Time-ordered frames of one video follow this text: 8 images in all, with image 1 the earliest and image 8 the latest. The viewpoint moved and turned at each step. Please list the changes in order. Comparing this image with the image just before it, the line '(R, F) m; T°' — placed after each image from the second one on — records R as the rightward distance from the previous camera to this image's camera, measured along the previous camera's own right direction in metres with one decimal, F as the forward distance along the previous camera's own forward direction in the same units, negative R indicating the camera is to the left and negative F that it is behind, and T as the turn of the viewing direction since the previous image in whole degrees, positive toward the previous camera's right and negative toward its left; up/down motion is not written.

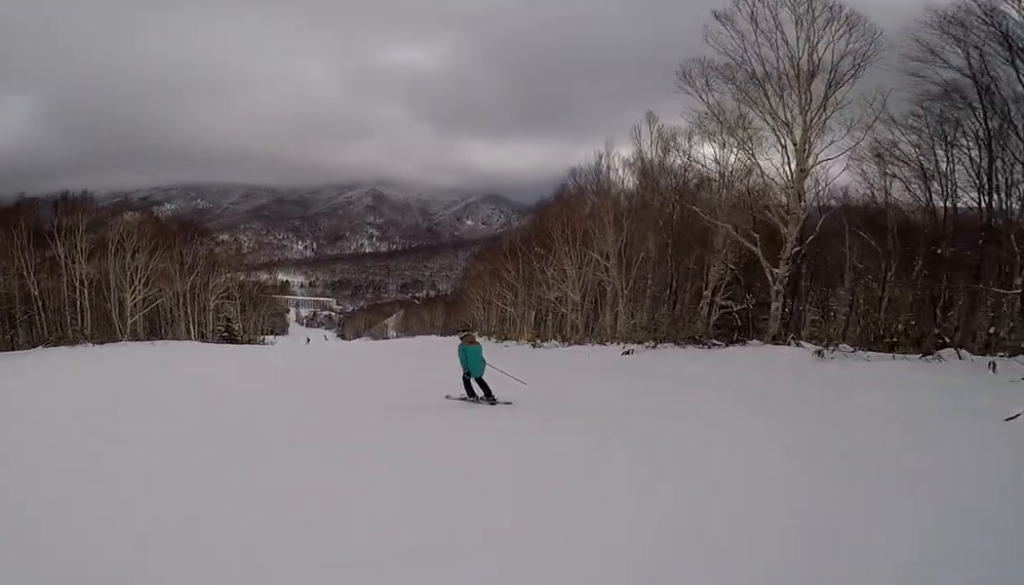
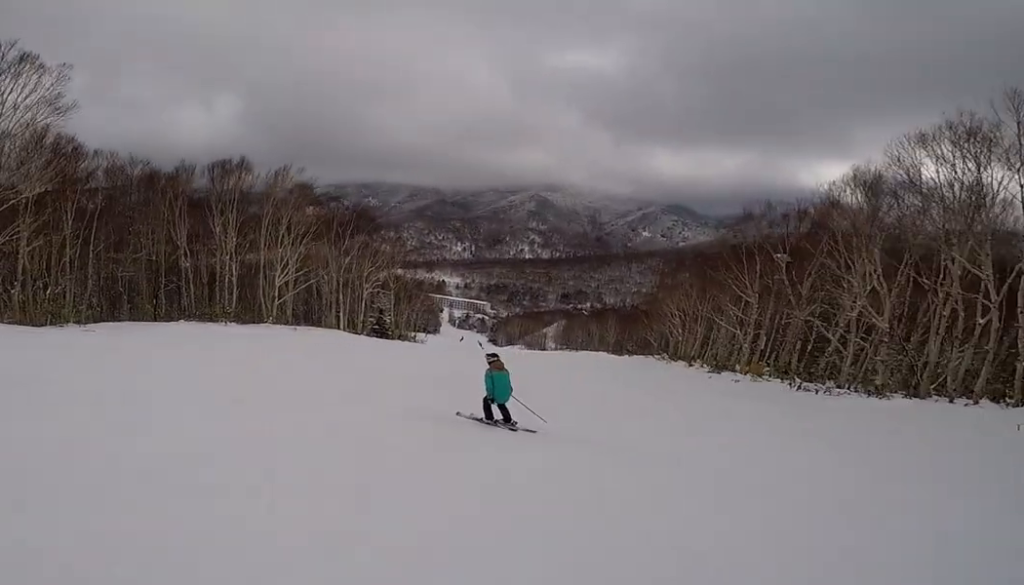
(-0.8, +7.6) m; -6°
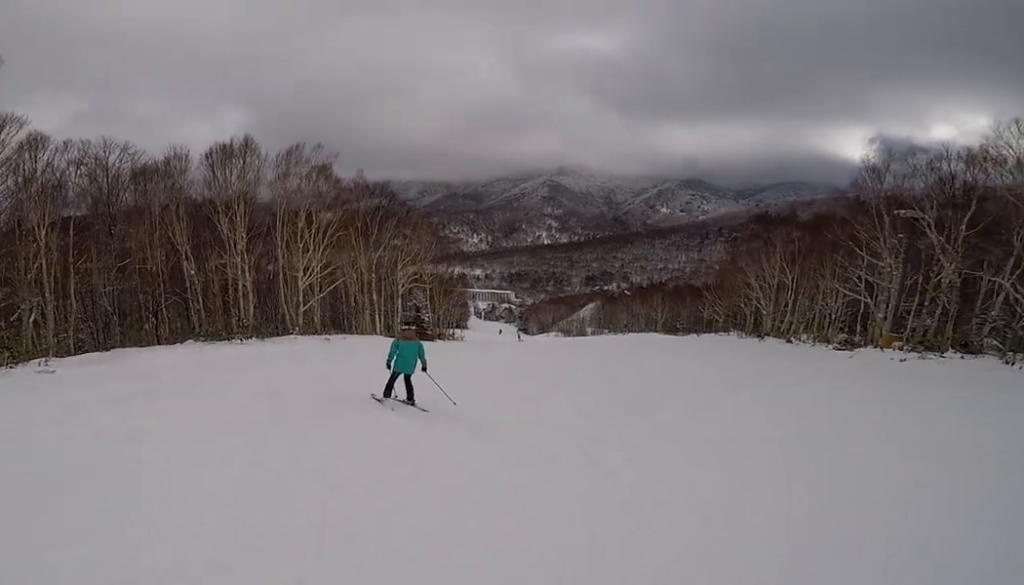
(0.0, +7.2) m; +1°
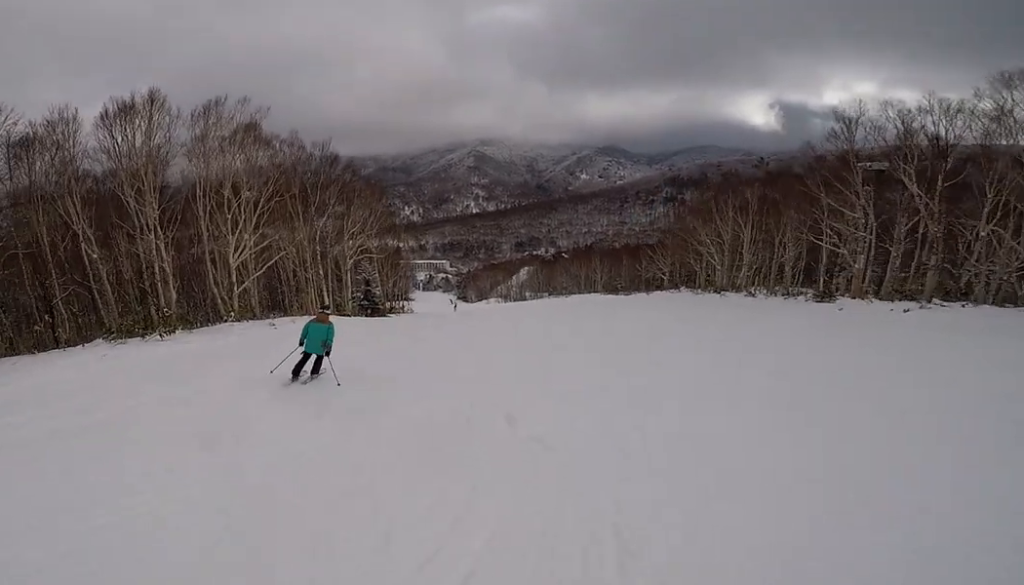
(0.0, +4.5) m; +5°
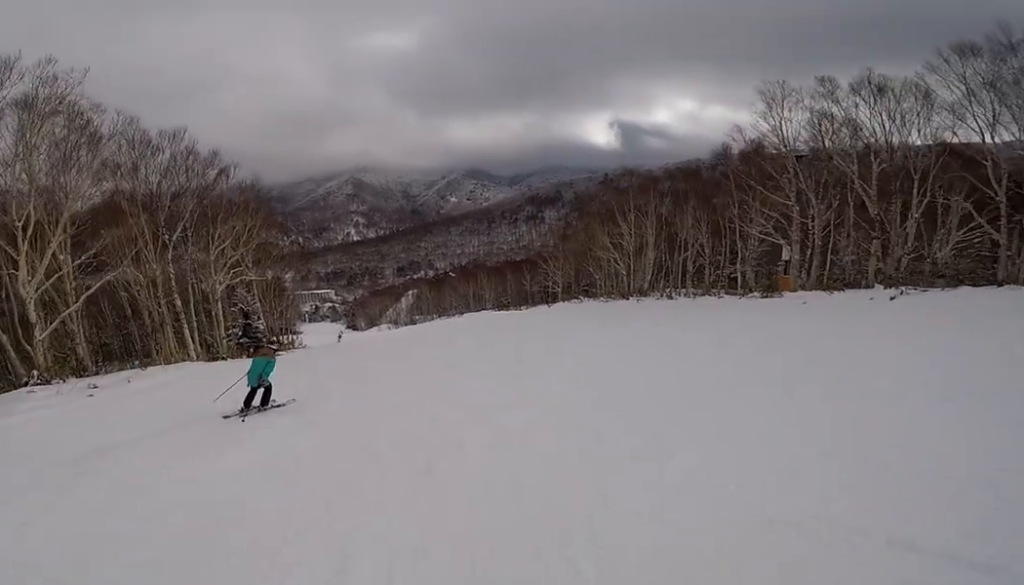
(+0.7, +7.1) m; +21°
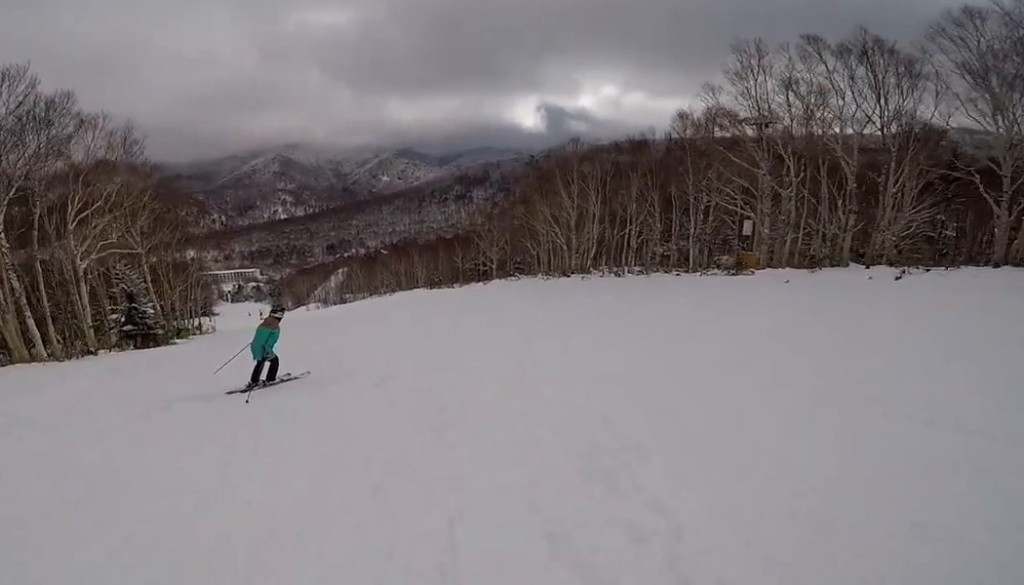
(+0.4, +4.7) m; +21°
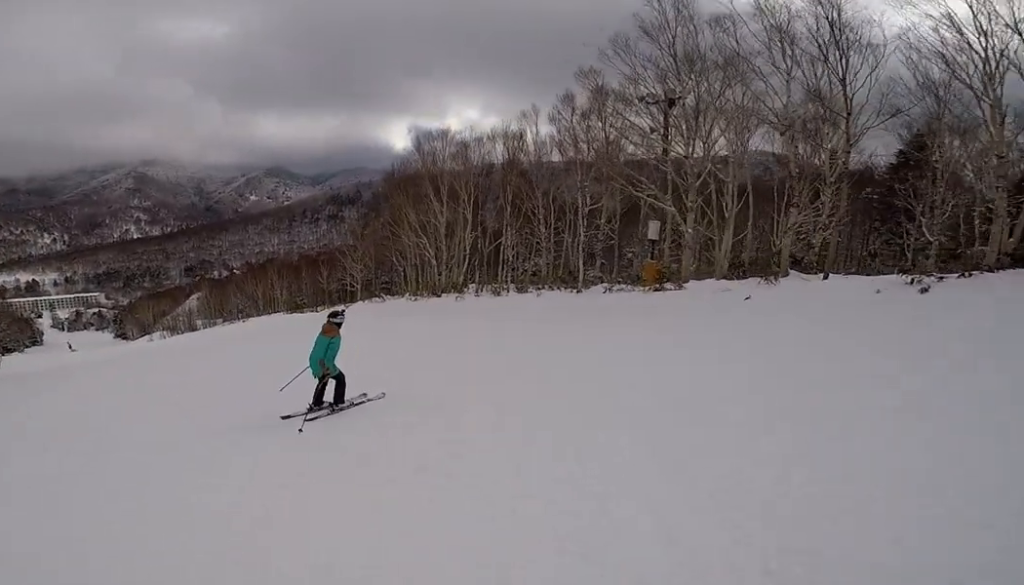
(+2.9, +8.4) m; +20°
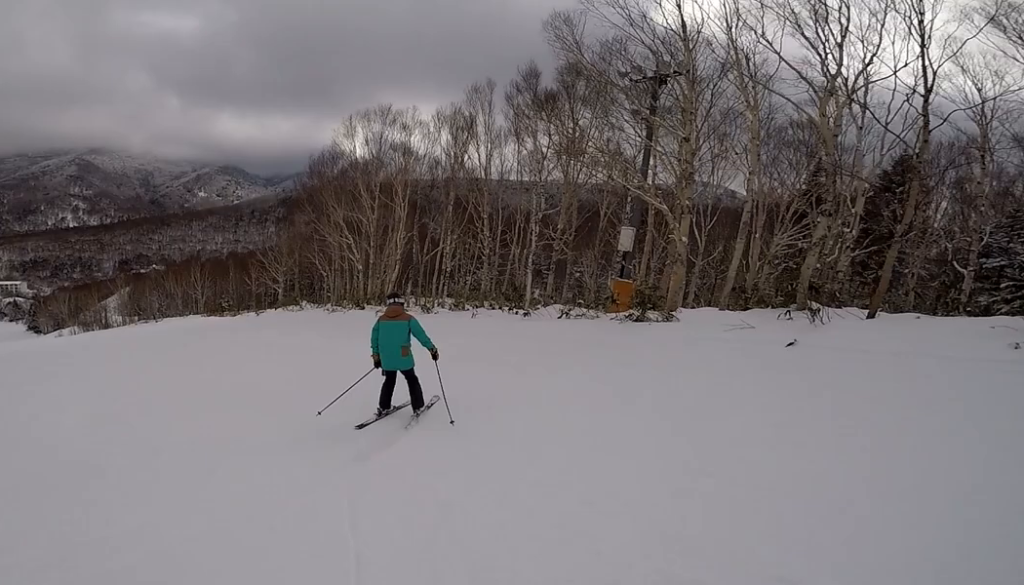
(+0.1, +6.4) m; -7°
